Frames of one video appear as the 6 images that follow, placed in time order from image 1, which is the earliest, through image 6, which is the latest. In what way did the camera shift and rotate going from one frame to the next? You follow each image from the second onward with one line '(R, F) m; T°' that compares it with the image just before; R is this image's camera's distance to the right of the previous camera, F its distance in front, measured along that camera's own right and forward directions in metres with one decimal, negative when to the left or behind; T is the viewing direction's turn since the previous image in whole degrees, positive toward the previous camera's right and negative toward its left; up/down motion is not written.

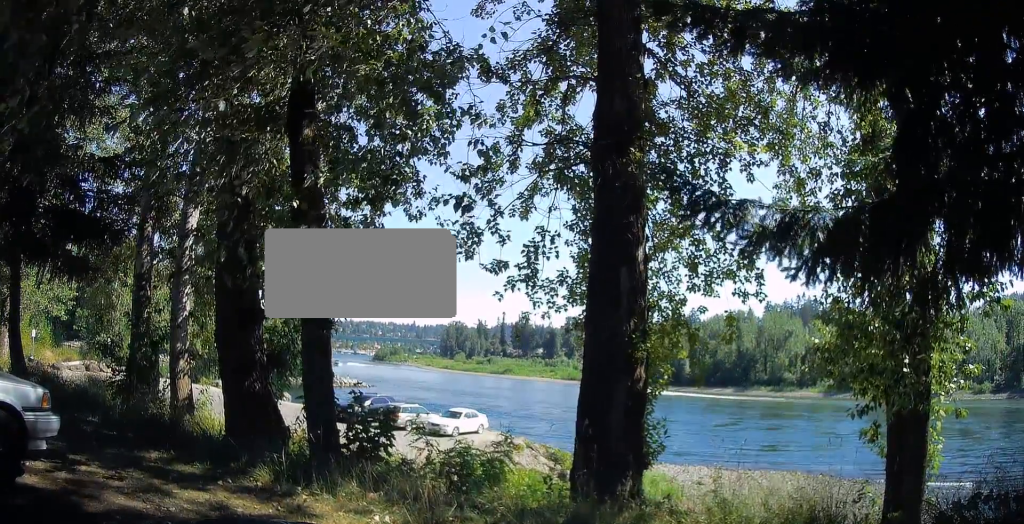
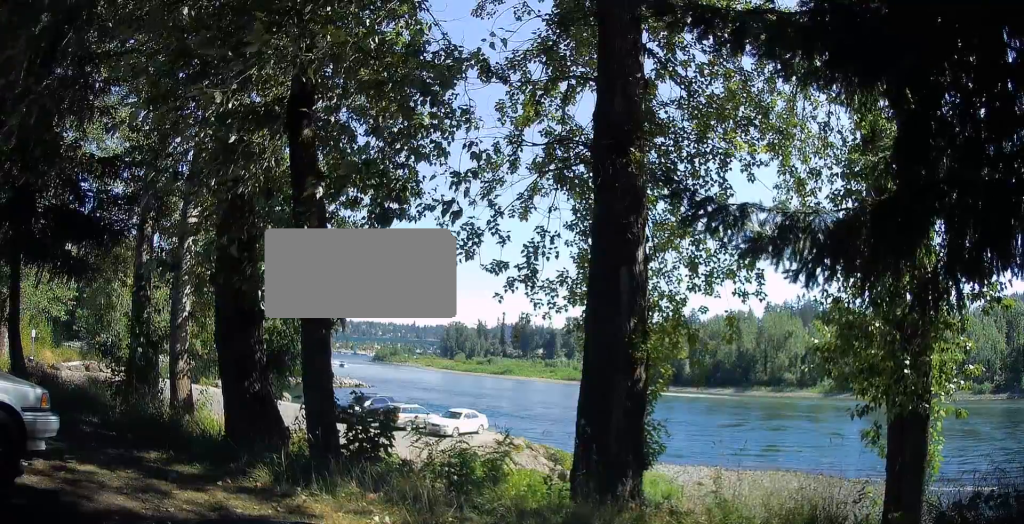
(0.0, 0.0) m; 0°
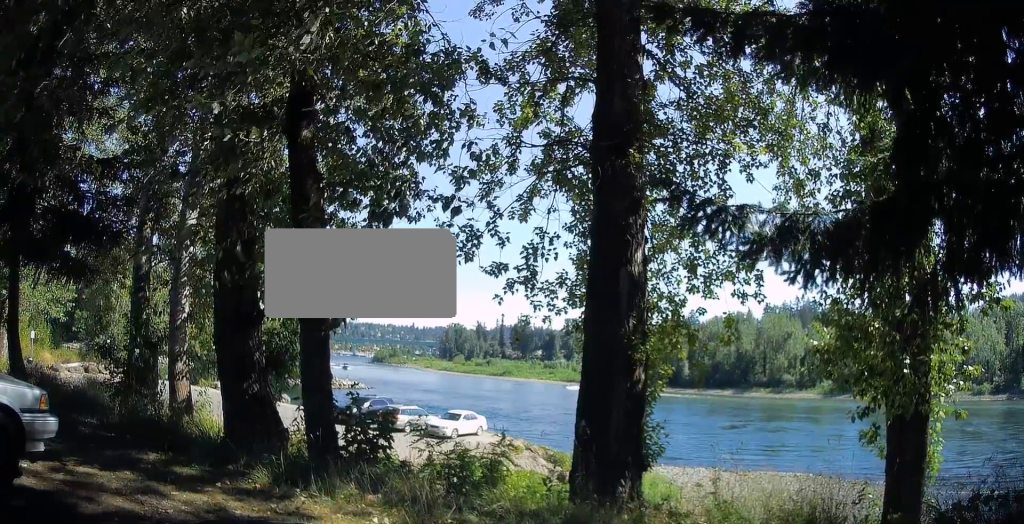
(0.0, 0.0) m; 0°
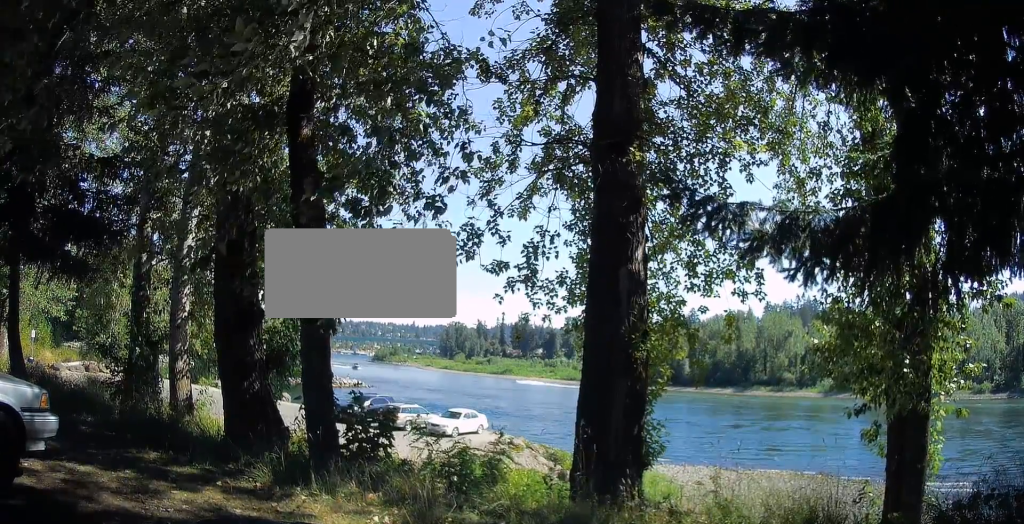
(0.0, 0.0) m; 0°
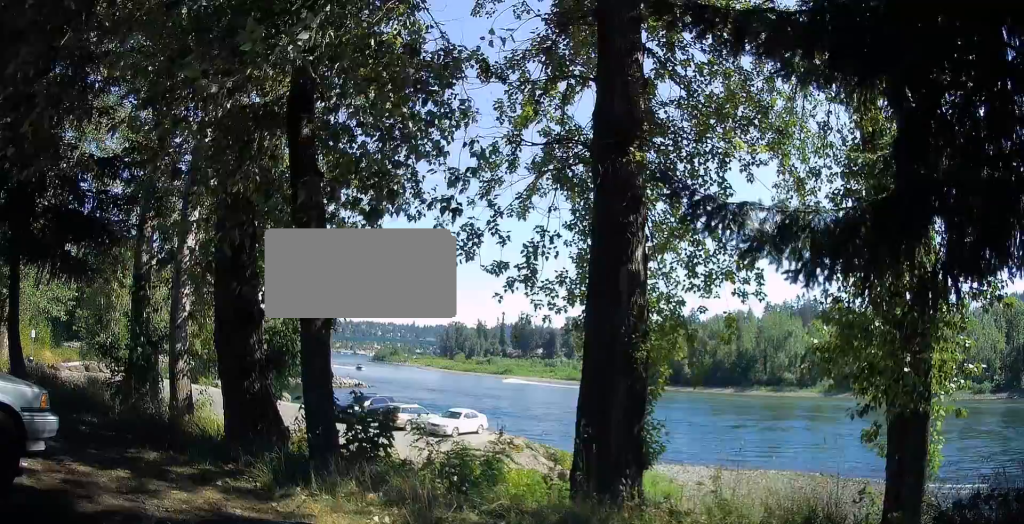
(0.0, 0.0) m; 0°
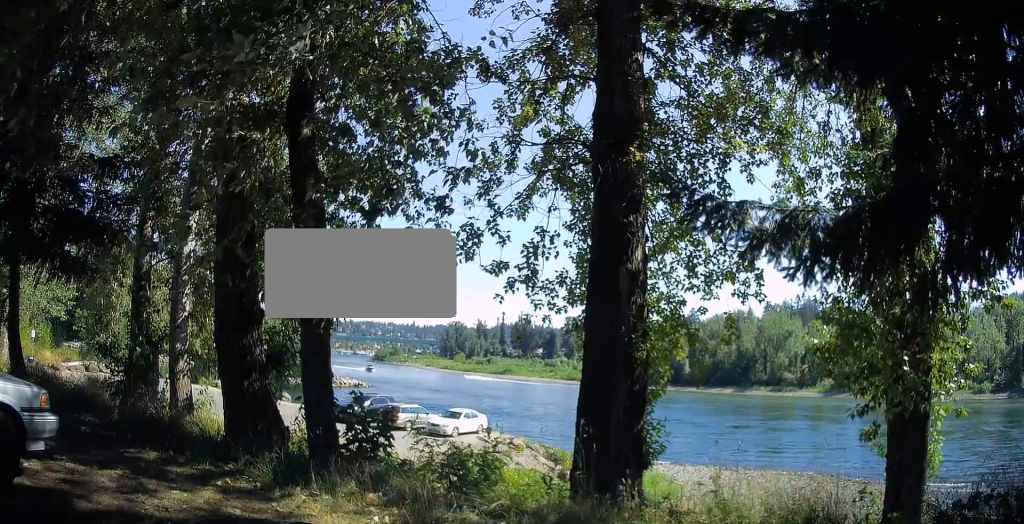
(0.0, 0.0) m; 0°
